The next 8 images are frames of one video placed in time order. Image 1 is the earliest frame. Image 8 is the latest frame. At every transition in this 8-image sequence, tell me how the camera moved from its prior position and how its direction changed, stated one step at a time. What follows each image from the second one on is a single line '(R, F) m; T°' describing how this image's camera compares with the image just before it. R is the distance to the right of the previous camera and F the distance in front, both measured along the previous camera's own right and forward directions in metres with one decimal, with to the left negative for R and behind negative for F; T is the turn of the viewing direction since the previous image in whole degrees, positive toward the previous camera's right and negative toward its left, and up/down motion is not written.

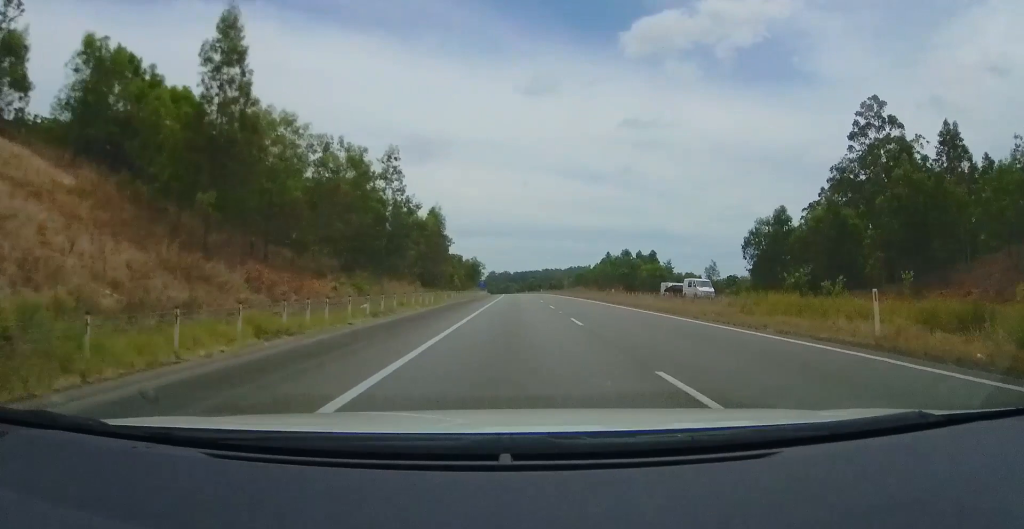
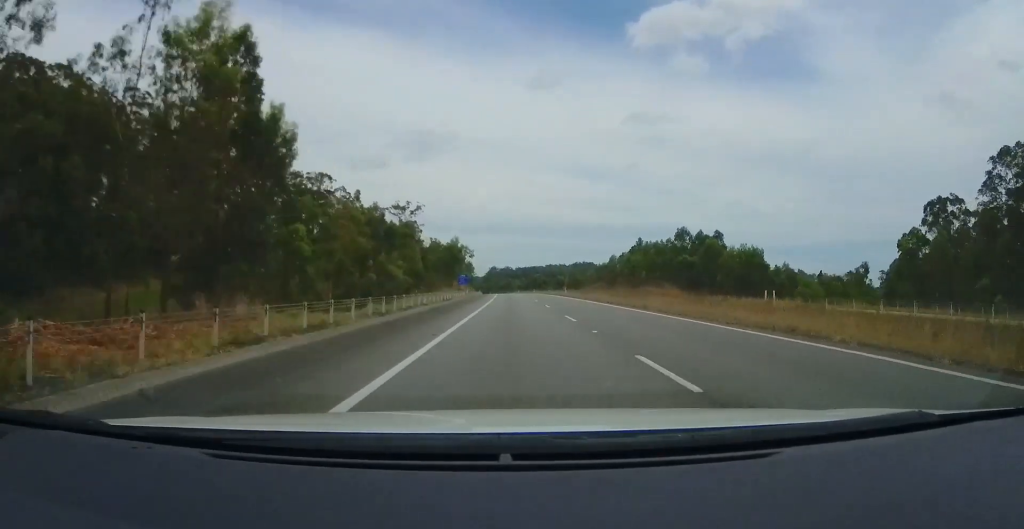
(-0.3, +59.1) m; -1°
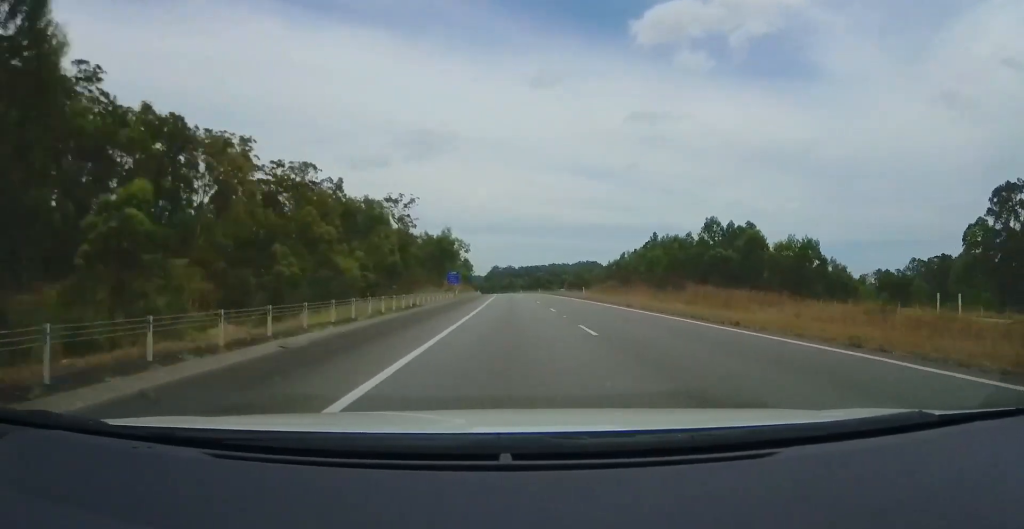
(-0.1, +16.8) m; -1°
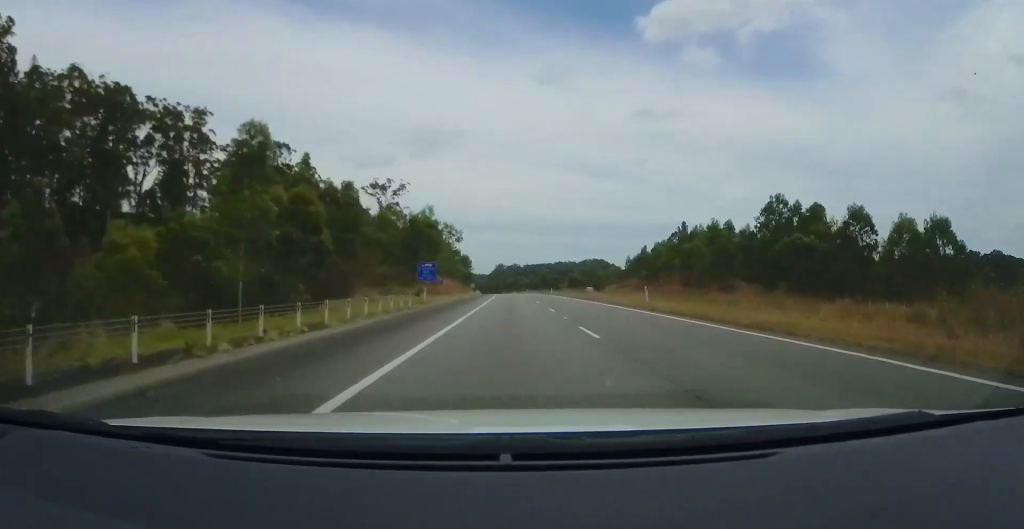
(0.0, +24.9) m; 0°
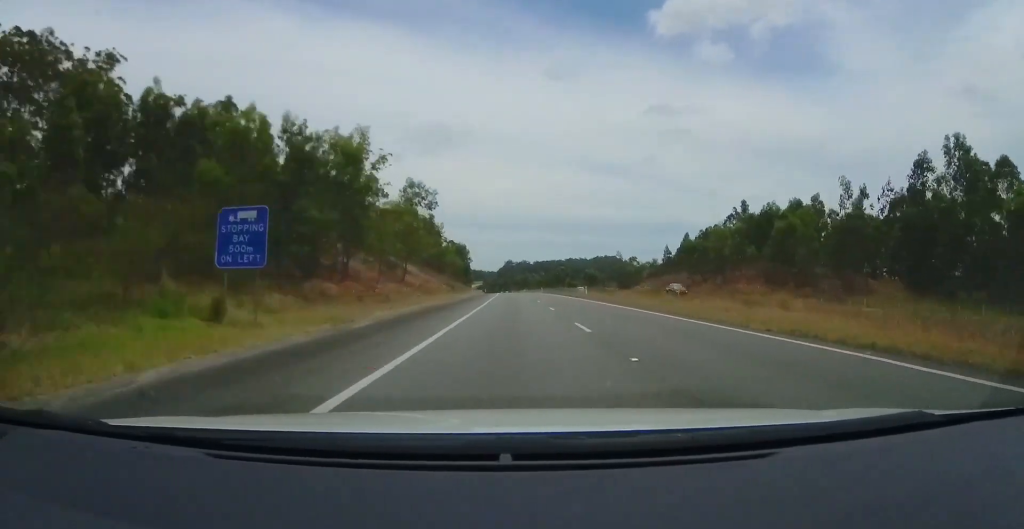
(+0.1, +34.4) m; 0°
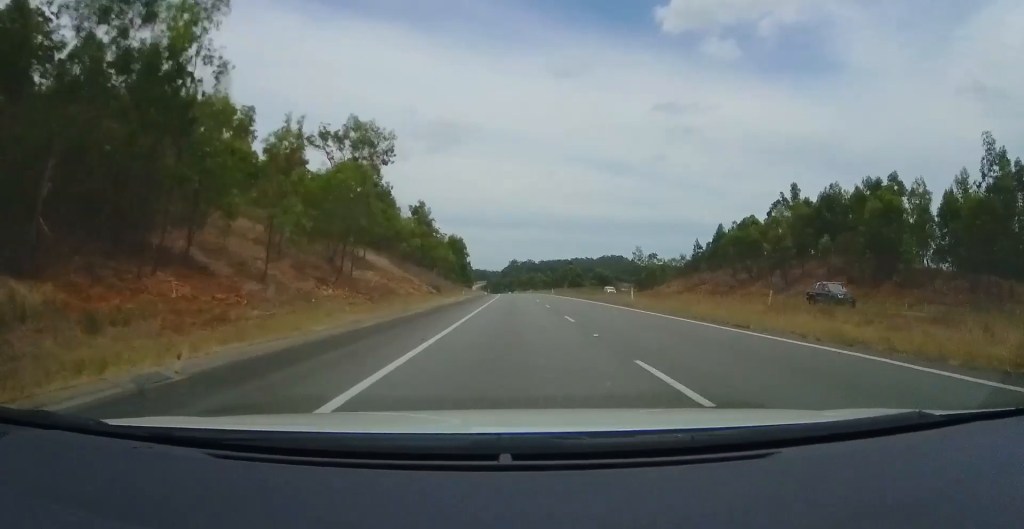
(-0.2, +20.4) m; -1°
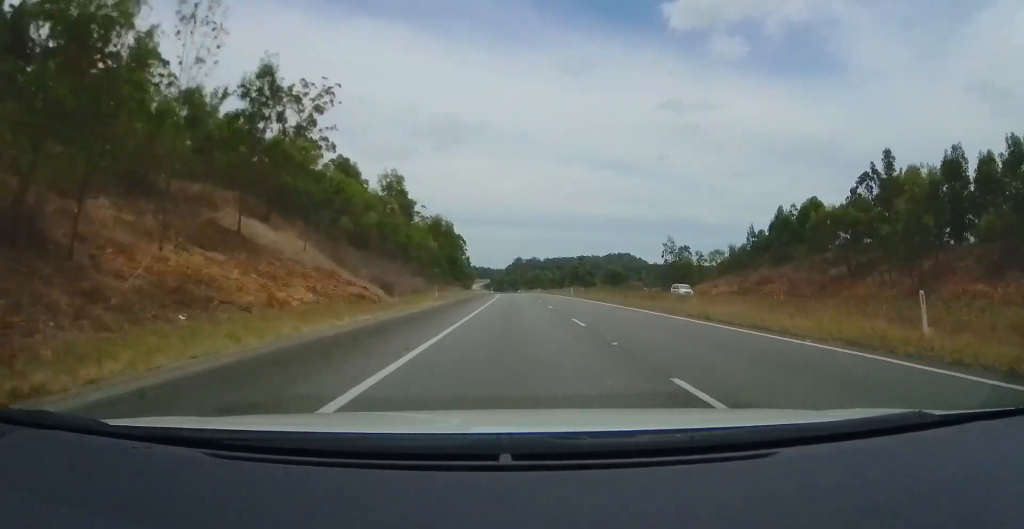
(-0.3, +26.4) m; 0°
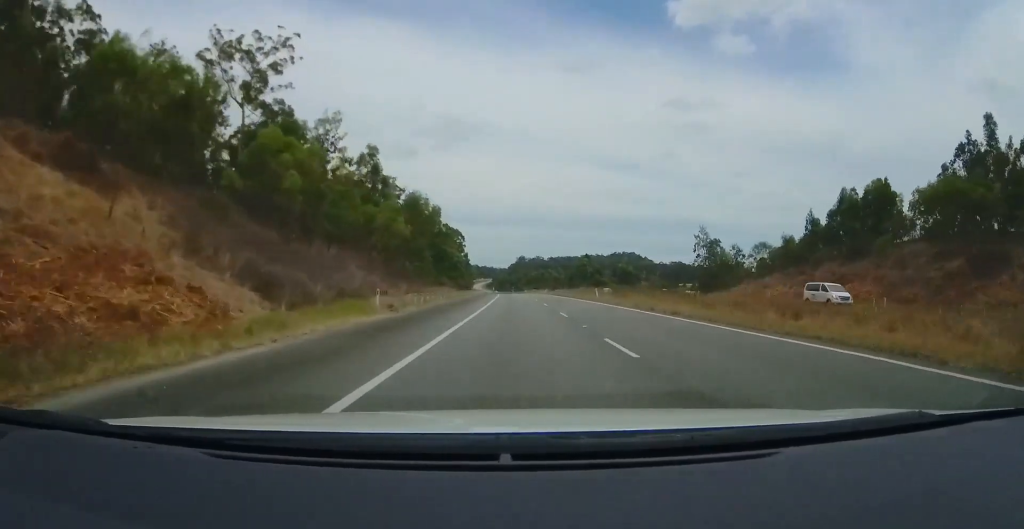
(-0.1, +19.2) m; 0°
